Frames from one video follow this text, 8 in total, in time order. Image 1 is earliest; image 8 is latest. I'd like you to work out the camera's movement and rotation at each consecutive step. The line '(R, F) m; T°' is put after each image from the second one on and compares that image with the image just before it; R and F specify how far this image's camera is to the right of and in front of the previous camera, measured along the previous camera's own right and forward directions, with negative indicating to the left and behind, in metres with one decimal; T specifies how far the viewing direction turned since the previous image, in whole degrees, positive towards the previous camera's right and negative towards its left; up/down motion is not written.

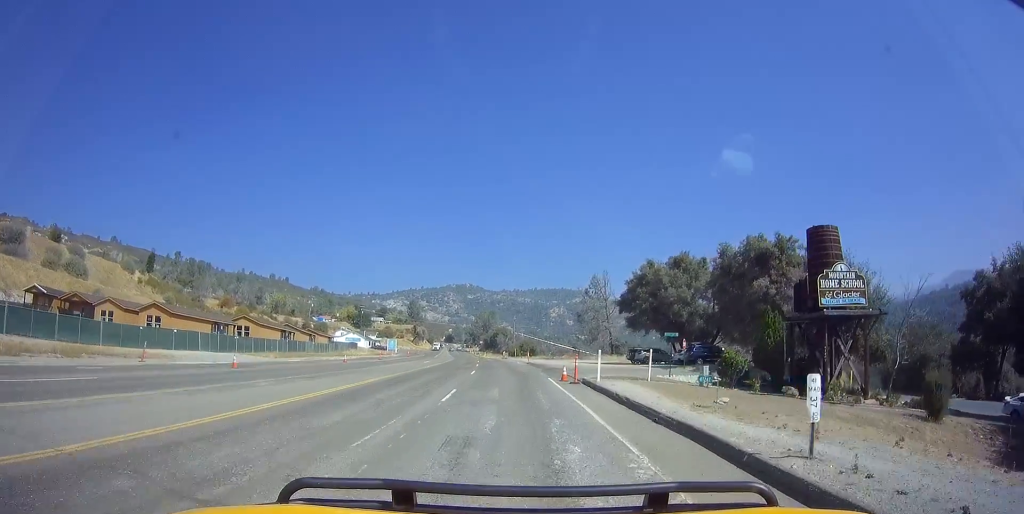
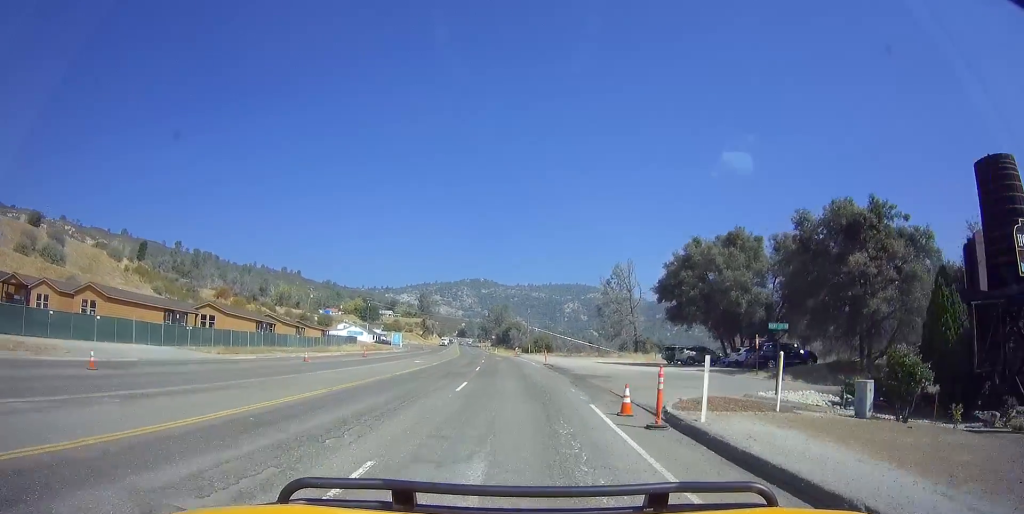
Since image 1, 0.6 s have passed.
(-0.2, +11.3) m; 0°
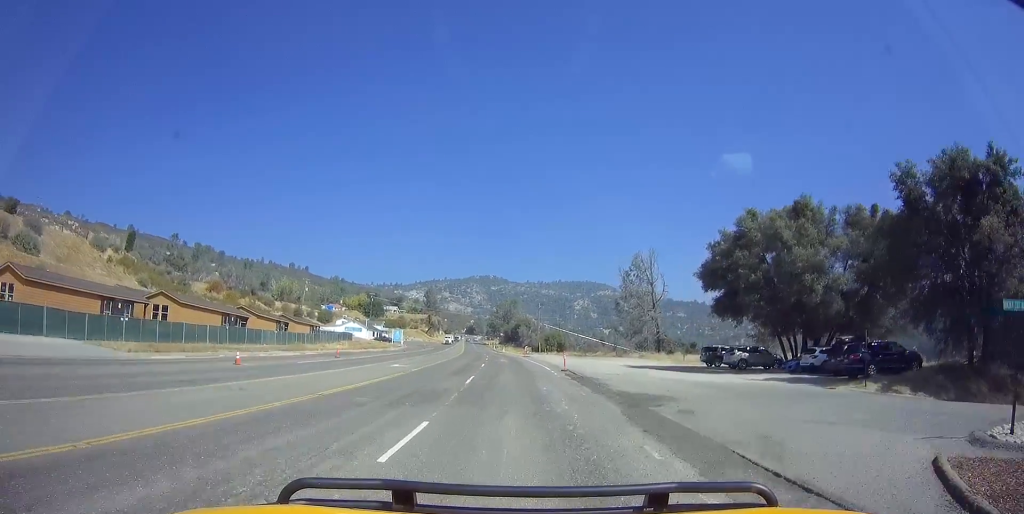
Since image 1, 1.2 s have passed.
(-0.2, +10.2) m; +1°
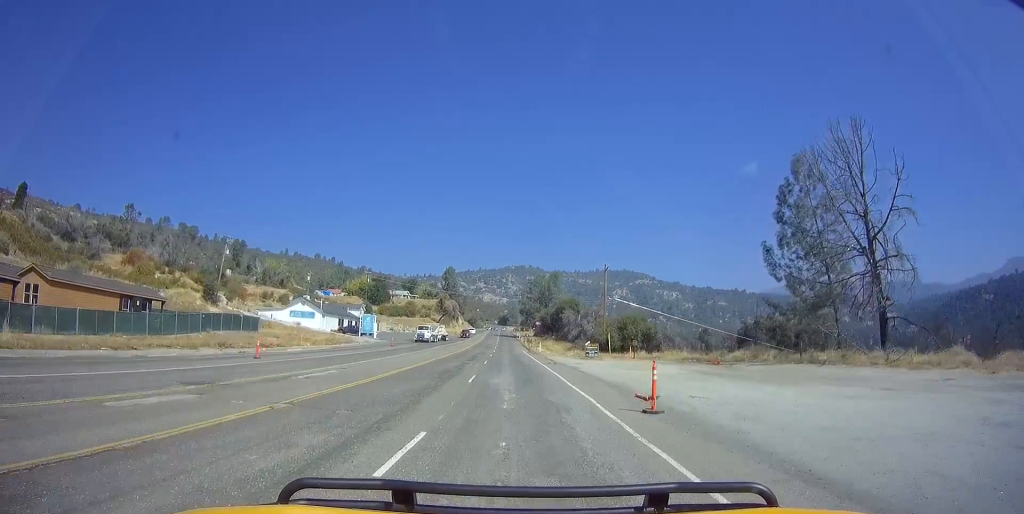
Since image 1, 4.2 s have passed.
(-2.0, +54.9) m; -4°
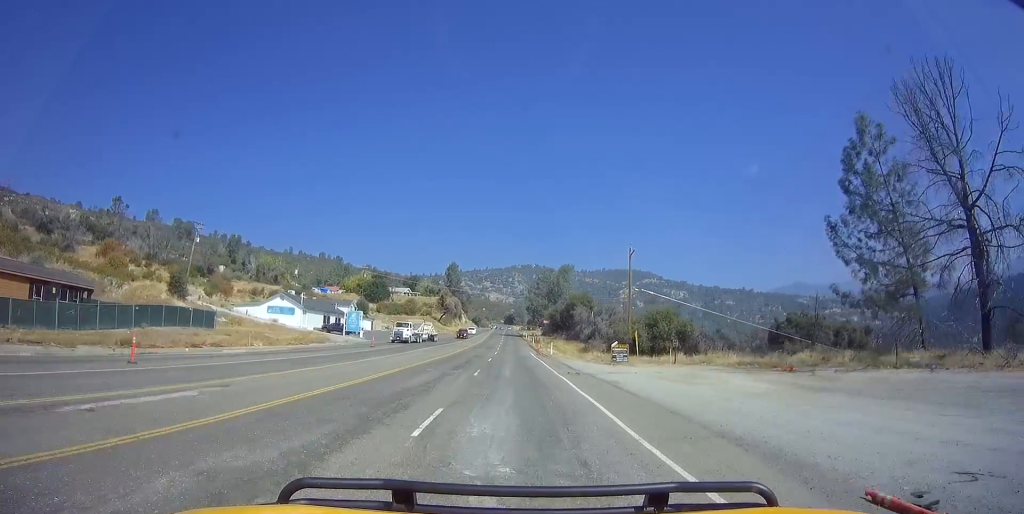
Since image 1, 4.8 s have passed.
(-0.4, +11.3) m; -1°
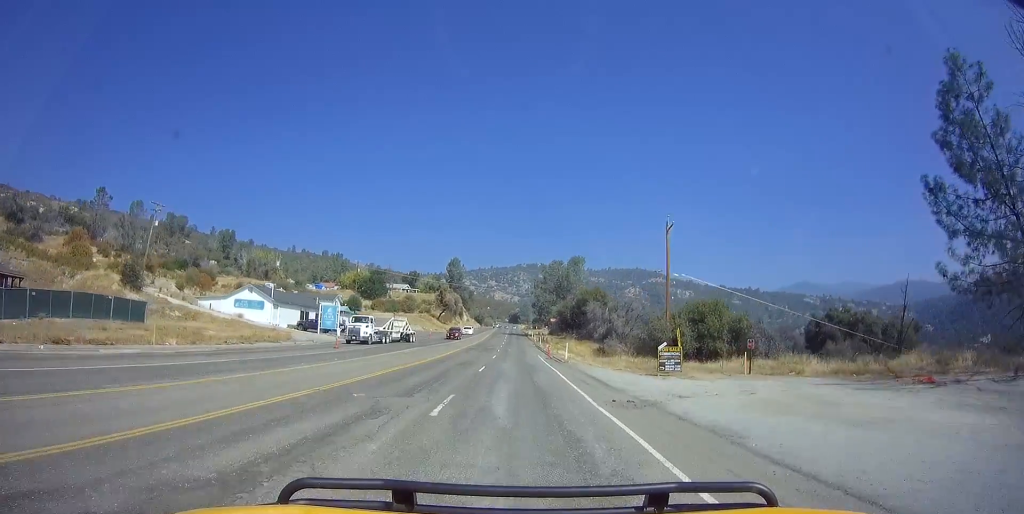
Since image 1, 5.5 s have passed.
(-0.2, +12.0) m; -1°
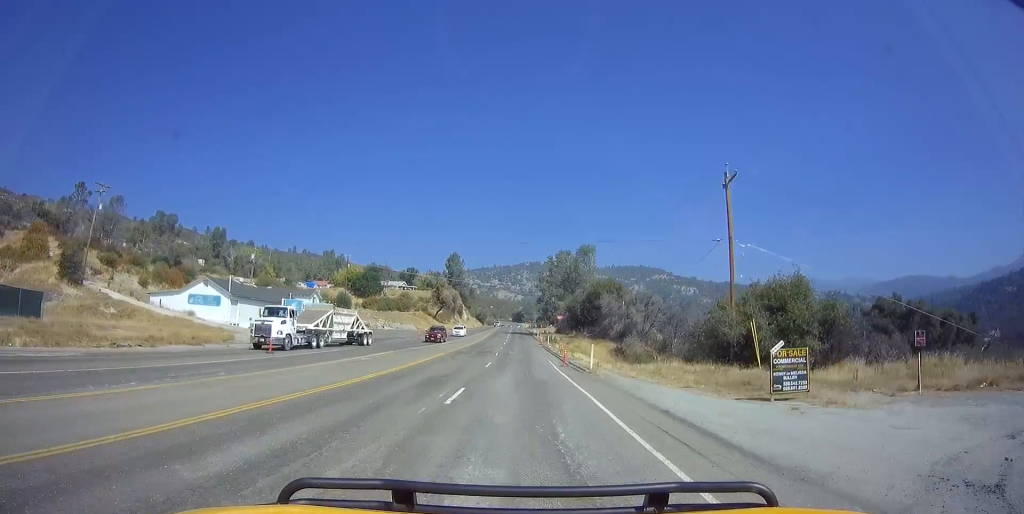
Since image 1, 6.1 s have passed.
(0.0, +12.2) m; 0°
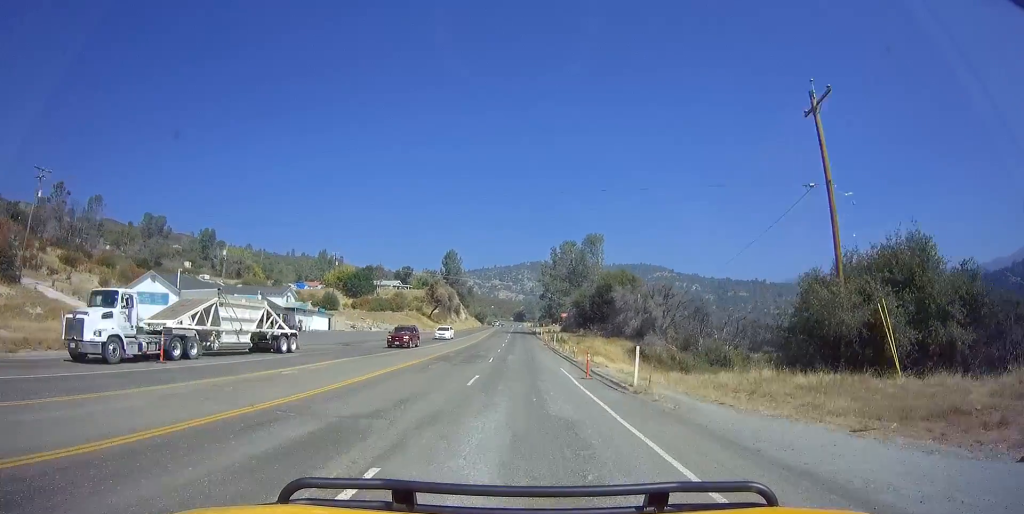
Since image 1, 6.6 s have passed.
(0.0, +10.3) m; +1°
